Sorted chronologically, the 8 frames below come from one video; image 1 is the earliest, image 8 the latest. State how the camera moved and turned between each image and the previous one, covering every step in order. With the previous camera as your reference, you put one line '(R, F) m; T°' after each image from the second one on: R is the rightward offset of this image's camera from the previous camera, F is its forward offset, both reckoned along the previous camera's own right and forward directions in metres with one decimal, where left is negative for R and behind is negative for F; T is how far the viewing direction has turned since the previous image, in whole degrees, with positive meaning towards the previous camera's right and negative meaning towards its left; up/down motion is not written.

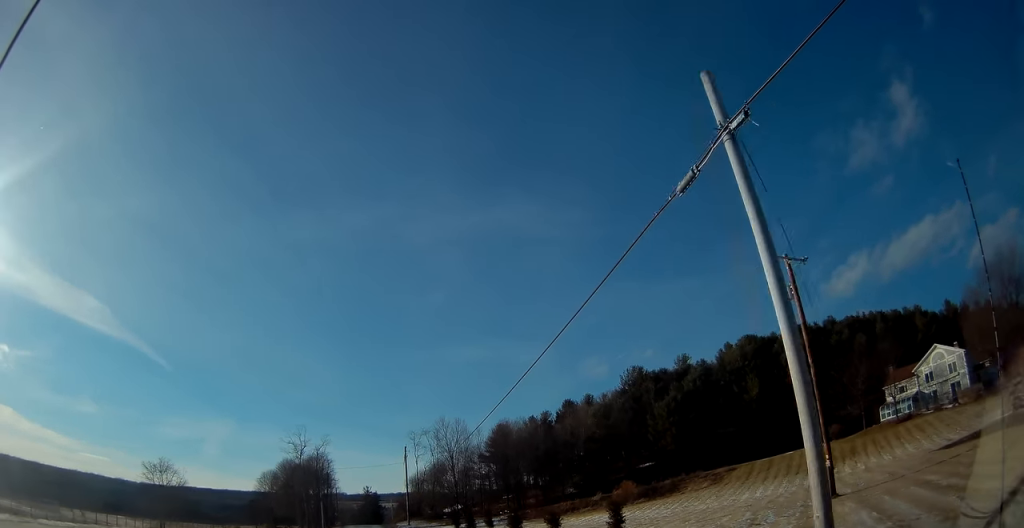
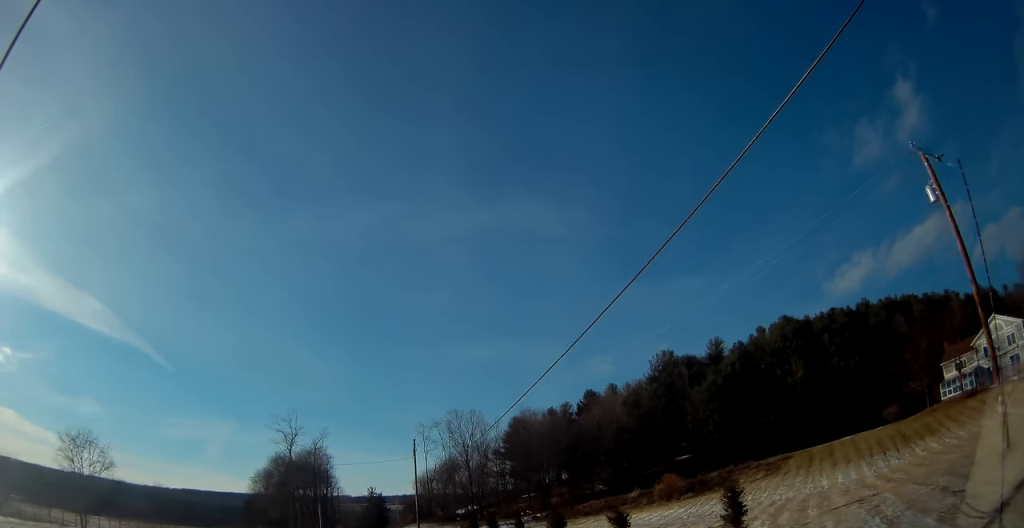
(+0.1, +10.0) m; -1°
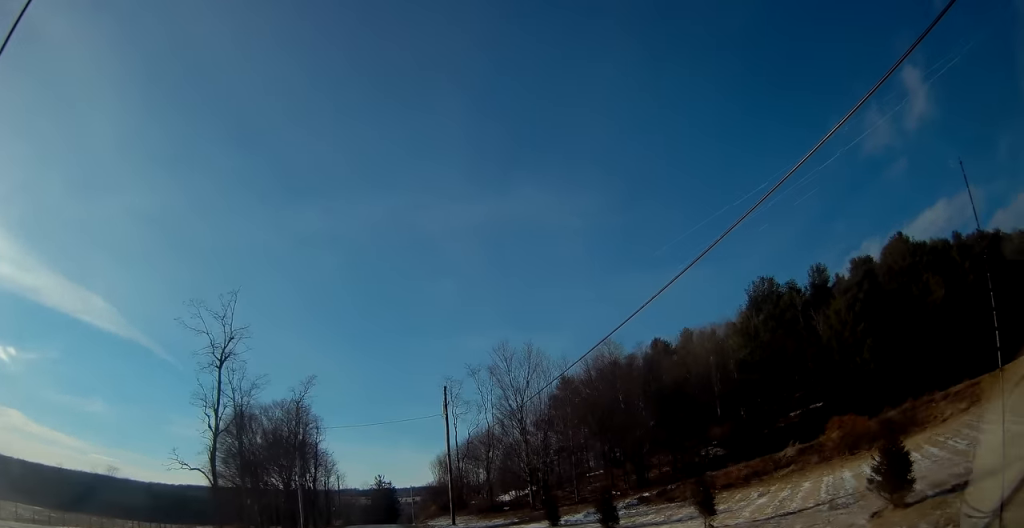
(-0.1, +26.4) m; 0°
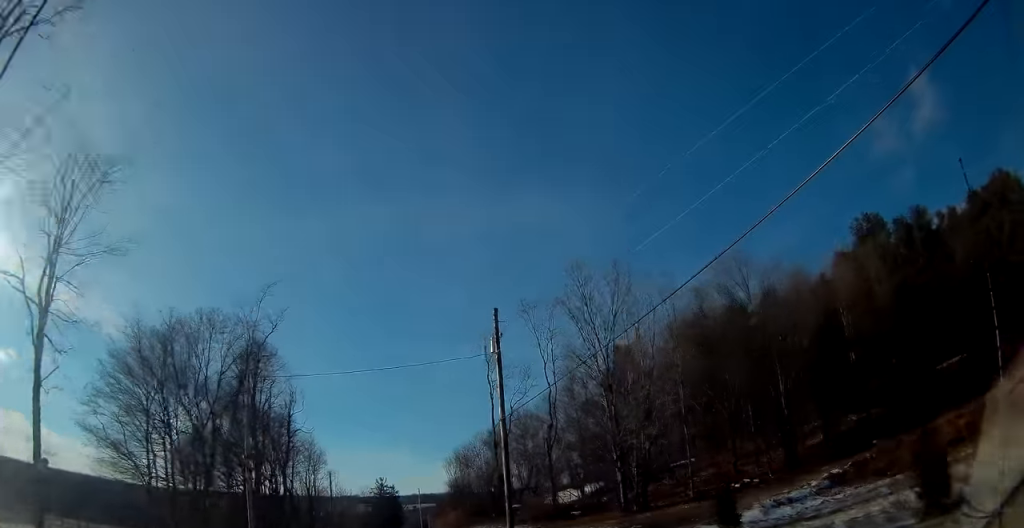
(-0.2, +20.0) m; -1°
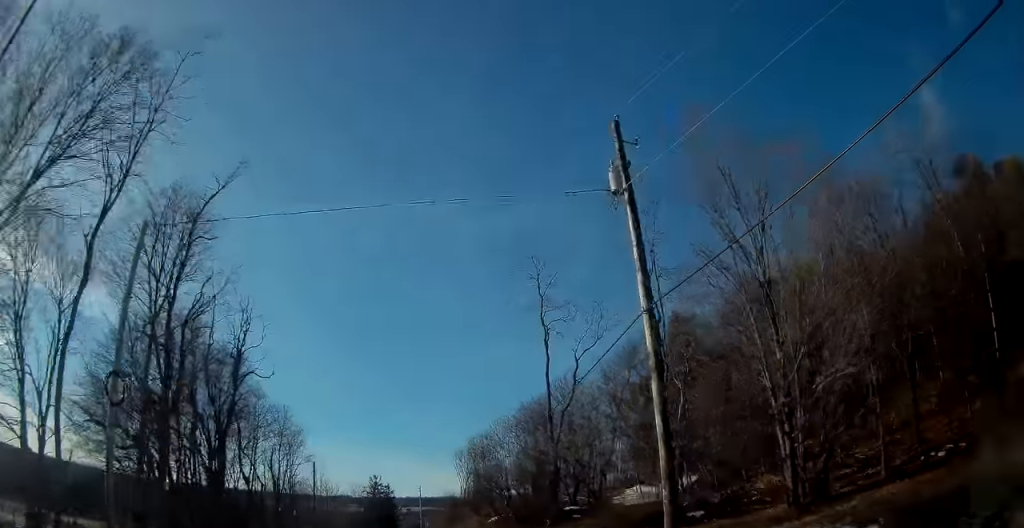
(0.0, +15.4) m; +2°
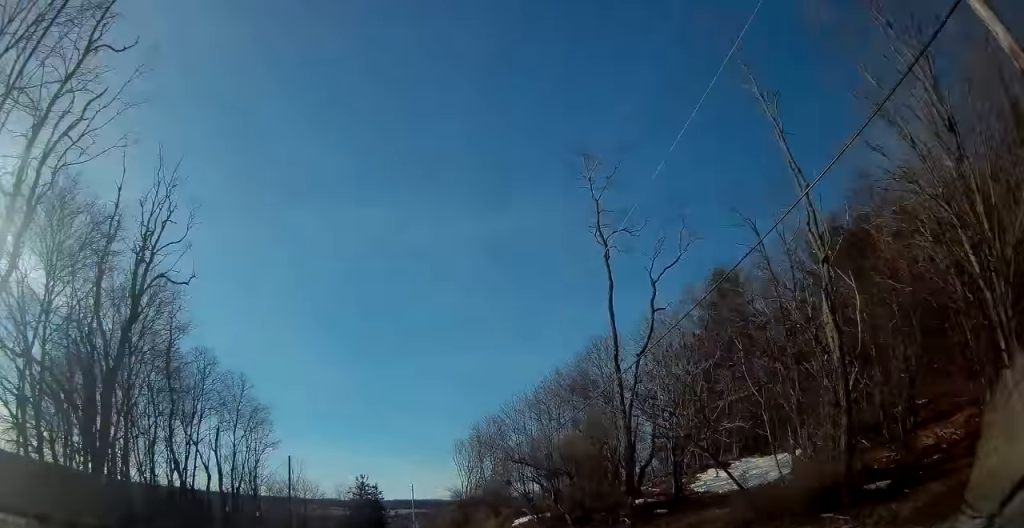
(+0.3, +10.6) m; +1°
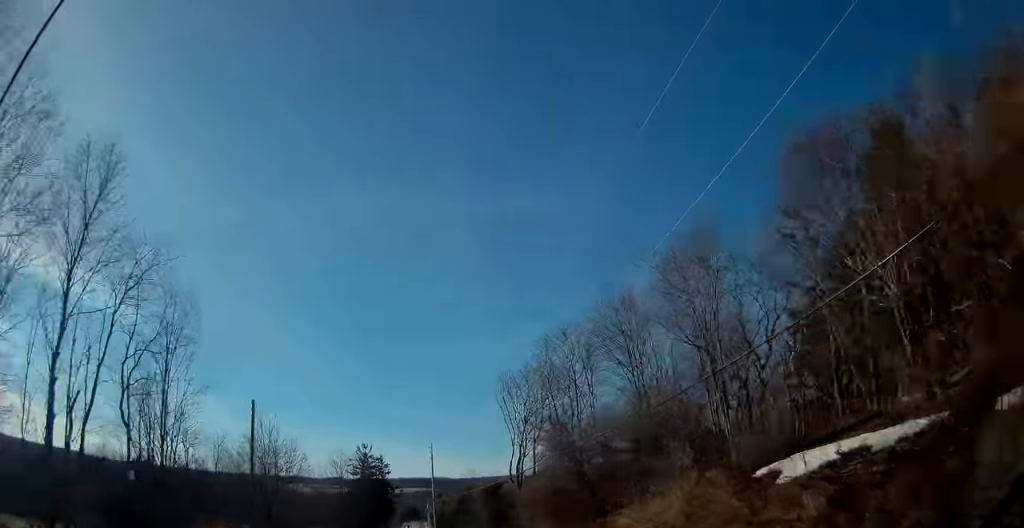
(+0.2, +20.6) m; -1°
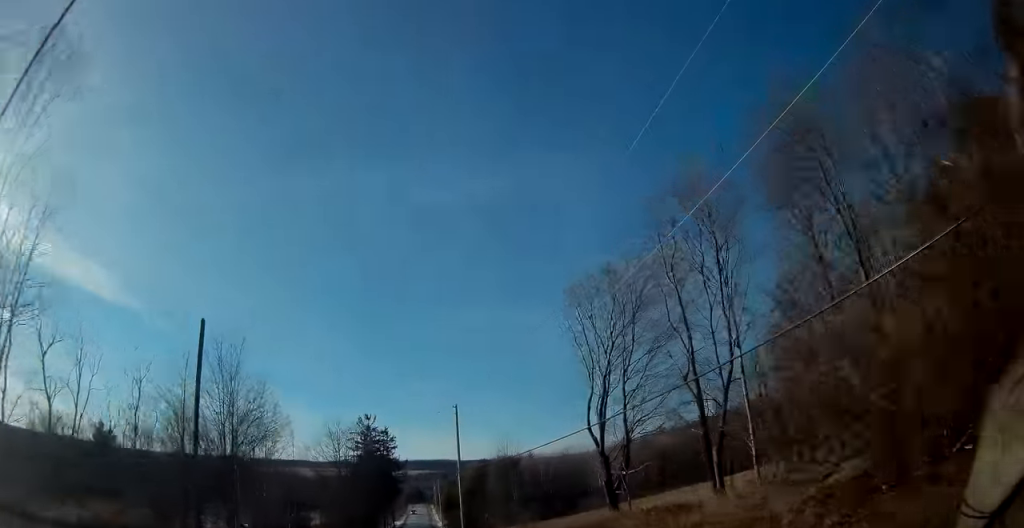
(-0.3, +14.0) m; 0°
